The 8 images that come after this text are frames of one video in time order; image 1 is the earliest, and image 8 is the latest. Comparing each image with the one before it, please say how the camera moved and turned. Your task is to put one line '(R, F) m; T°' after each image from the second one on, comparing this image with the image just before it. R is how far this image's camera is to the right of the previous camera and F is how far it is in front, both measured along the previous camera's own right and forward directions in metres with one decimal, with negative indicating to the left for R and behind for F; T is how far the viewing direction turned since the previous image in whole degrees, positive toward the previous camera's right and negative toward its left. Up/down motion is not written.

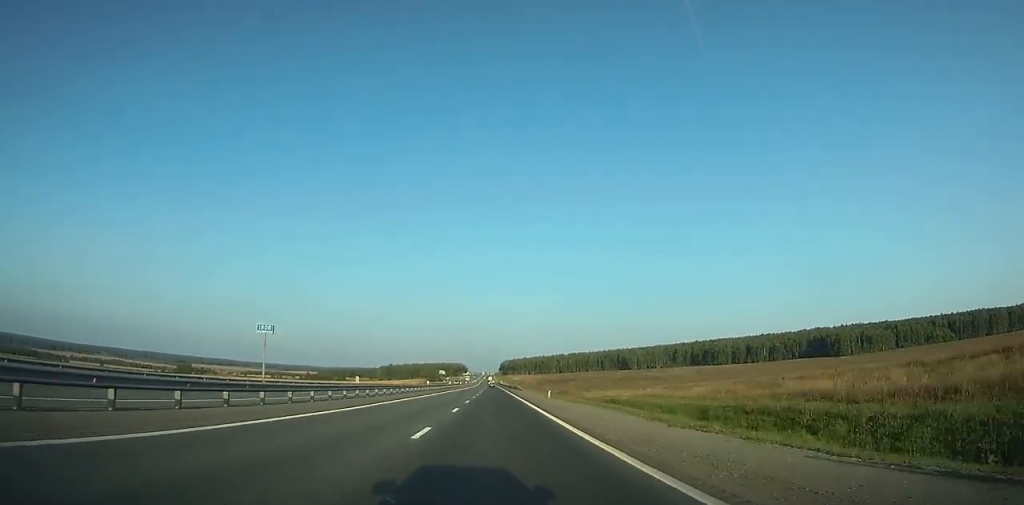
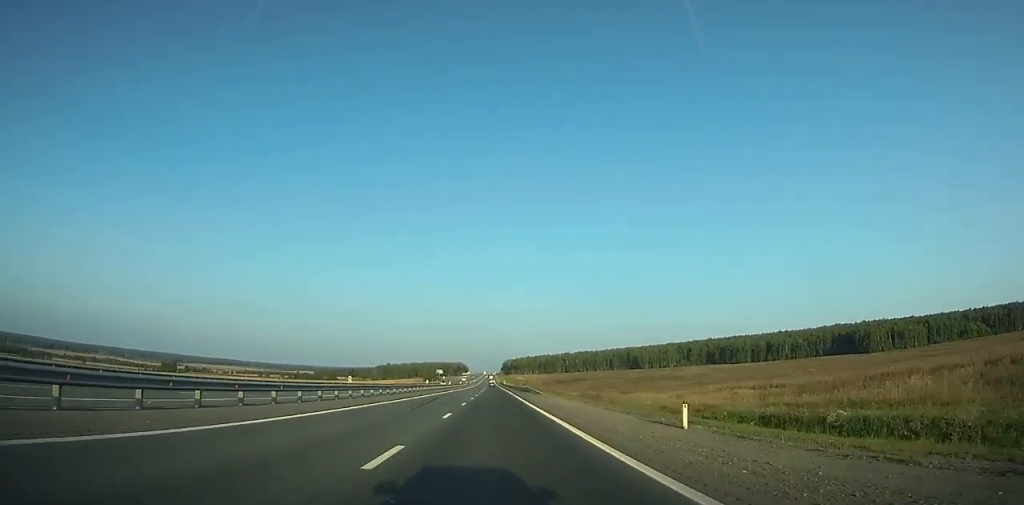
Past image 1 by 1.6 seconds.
(0.0, +39.7) m; 0°
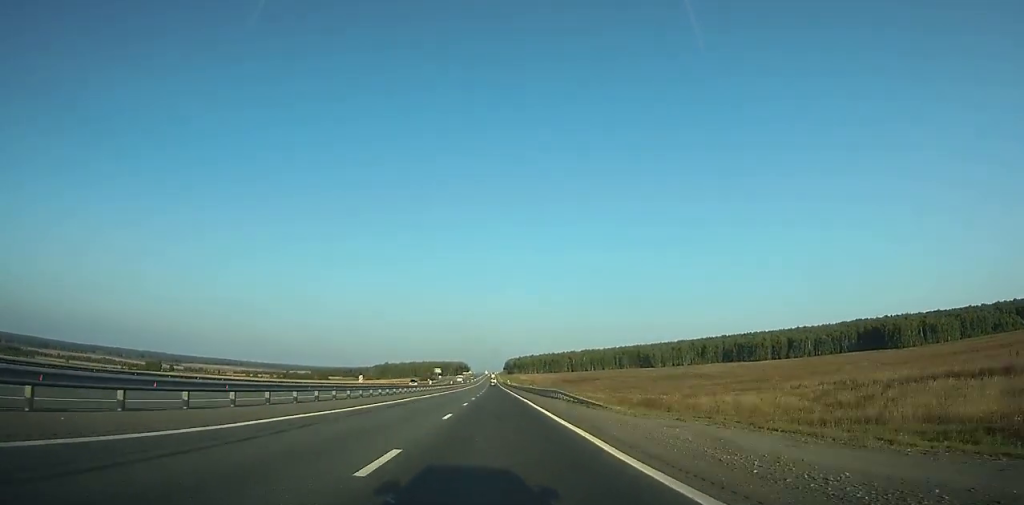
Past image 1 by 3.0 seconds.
(0.0, +35.3) m; 0°
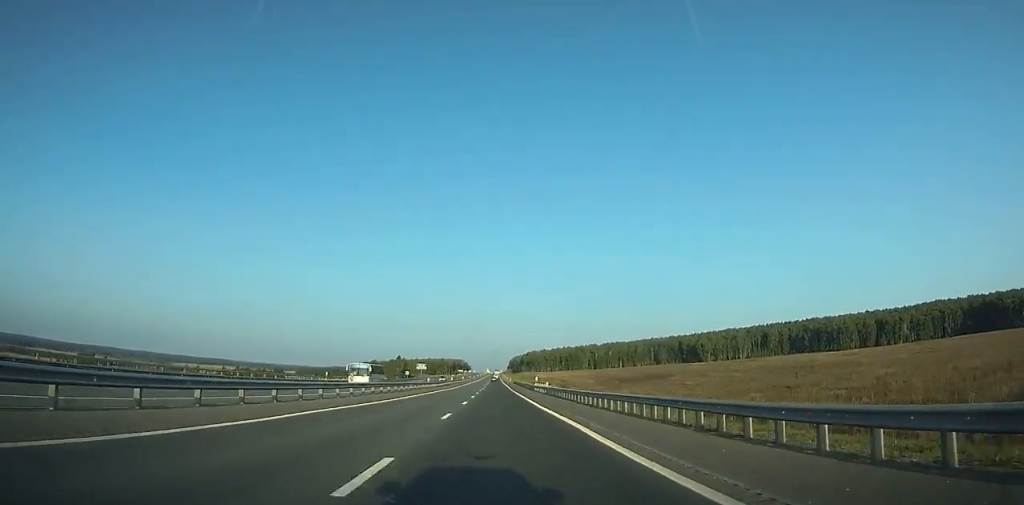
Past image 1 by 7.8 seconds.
(-0.1, +122.6) m; 0°
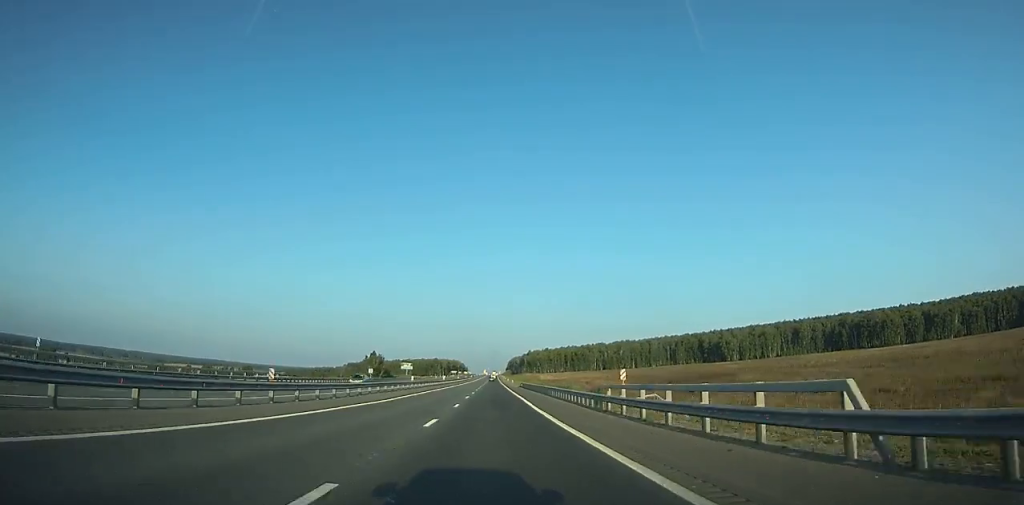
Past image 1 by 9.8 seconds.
(+0.1, +48.2) m; 0°
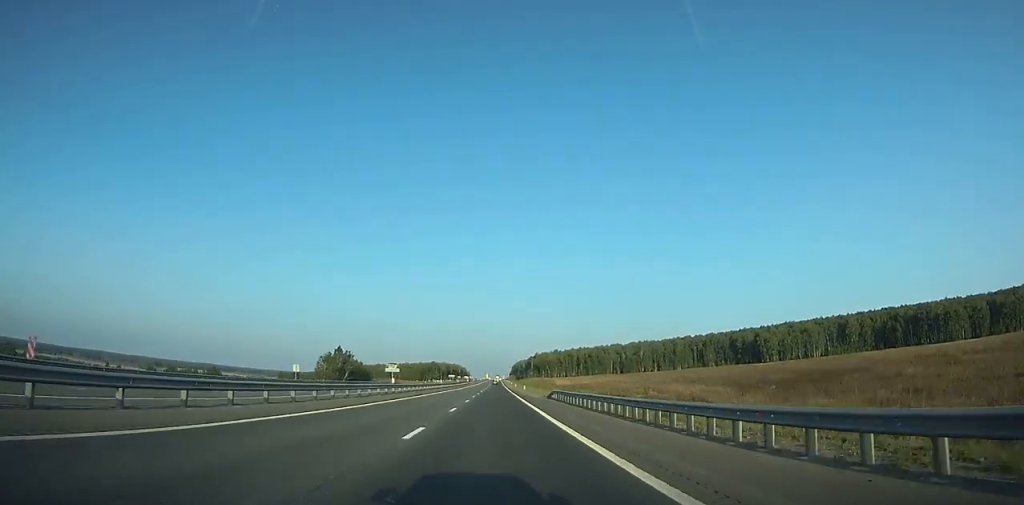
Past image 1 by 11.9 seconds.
(0.0, +49.6) m; 0°
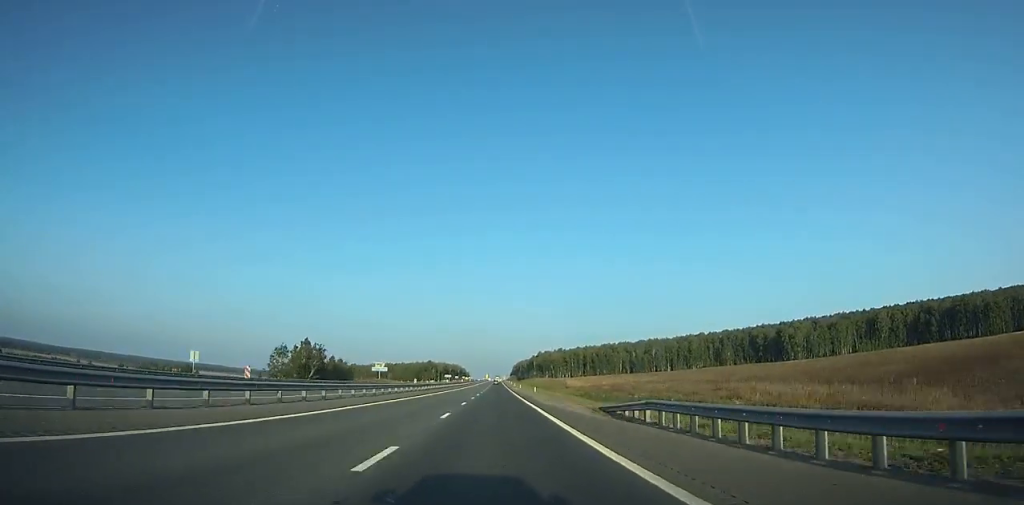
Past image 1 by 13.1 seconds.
(-0.1, +29.1) m; 0°
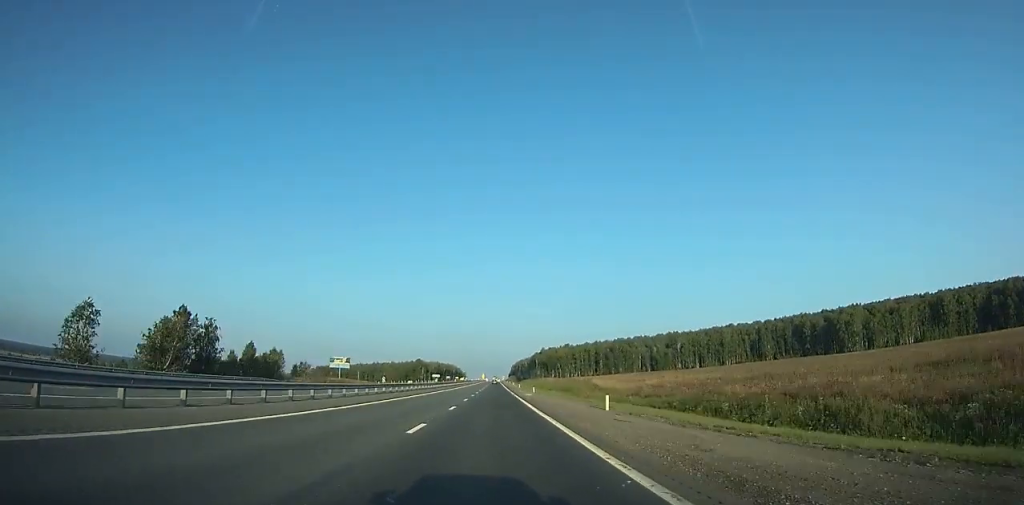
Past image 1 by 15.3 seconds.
(0.0, +54.4) m; 0°
